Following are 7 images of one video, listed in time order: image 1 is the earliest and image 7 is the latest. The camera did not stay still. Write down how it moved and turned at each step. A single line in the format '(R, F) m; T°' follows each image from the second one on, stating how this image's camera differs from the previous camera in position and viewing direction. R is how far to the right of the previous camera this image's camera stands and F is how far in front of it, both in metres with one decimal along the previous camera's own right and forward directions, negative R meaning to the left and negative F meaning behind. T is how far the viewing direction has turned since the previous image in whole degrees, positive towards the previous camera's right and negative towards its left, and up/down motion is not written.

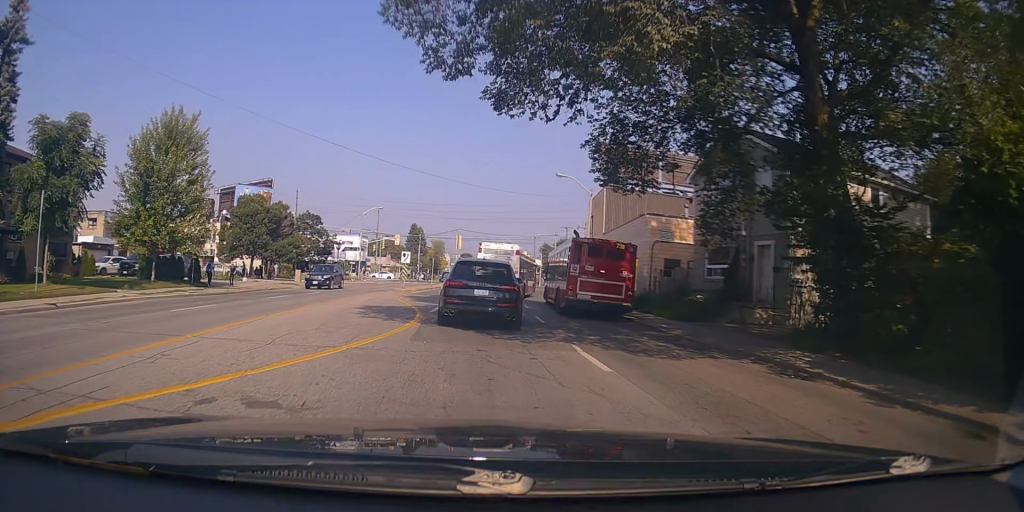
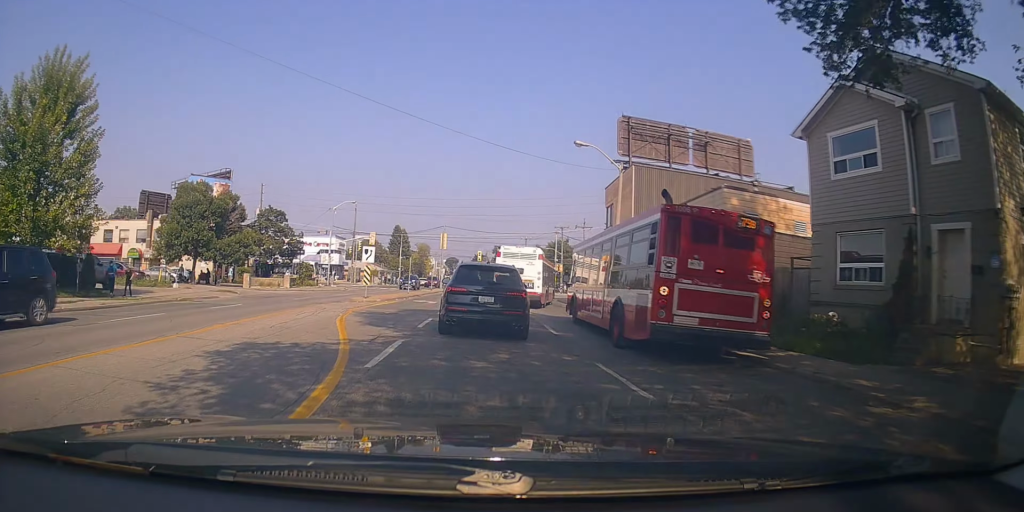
(+0.5, +10.6) m; +5°
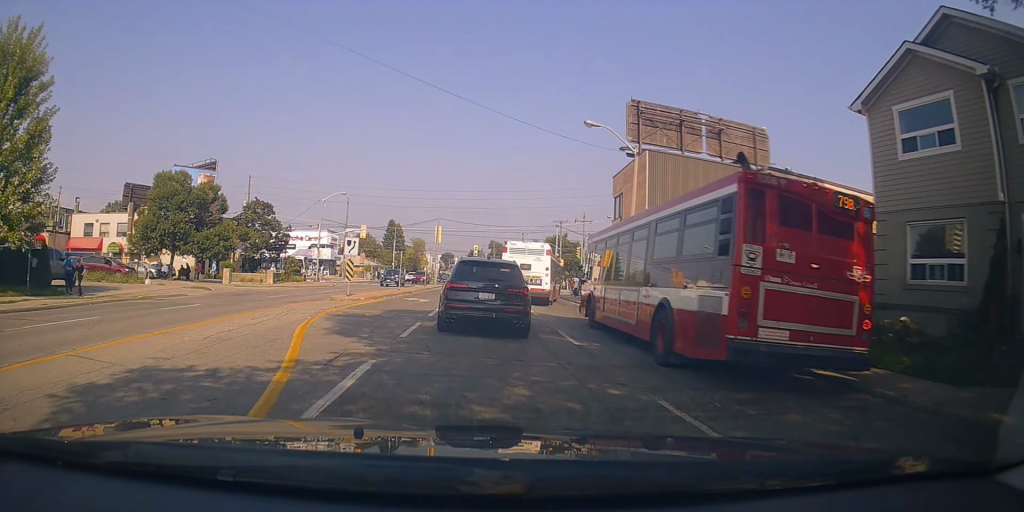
(-0.3, +3.4) m; +2°
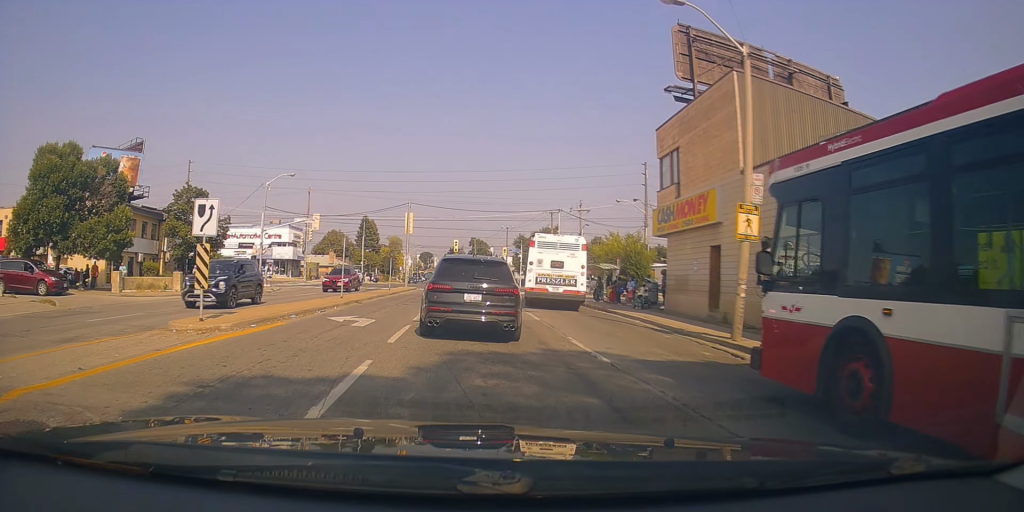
(+0.2, +12.8) m; 0°
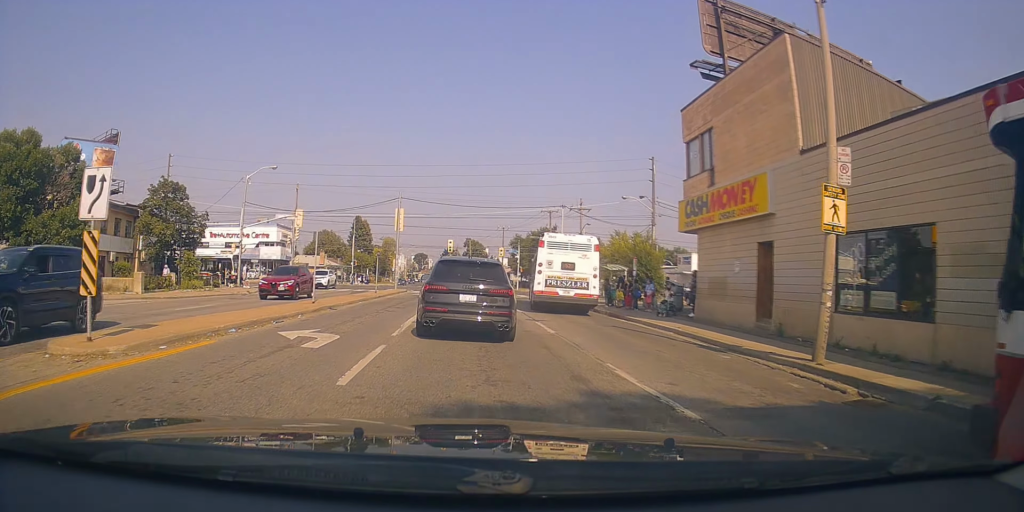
(0.0, +4.0) m; +1°
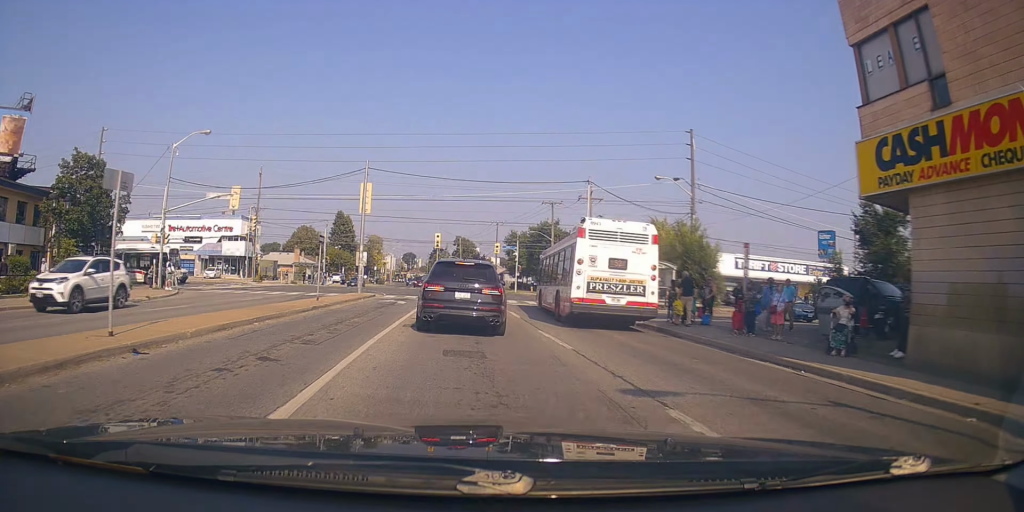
(+0.6, +11.3) m; 0°
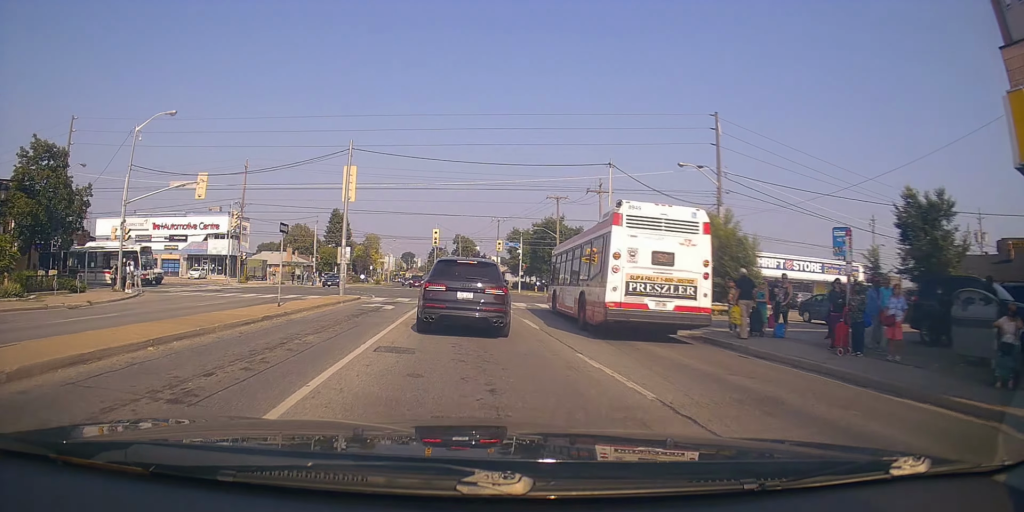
(-0.1, +4.1) m; 0°
